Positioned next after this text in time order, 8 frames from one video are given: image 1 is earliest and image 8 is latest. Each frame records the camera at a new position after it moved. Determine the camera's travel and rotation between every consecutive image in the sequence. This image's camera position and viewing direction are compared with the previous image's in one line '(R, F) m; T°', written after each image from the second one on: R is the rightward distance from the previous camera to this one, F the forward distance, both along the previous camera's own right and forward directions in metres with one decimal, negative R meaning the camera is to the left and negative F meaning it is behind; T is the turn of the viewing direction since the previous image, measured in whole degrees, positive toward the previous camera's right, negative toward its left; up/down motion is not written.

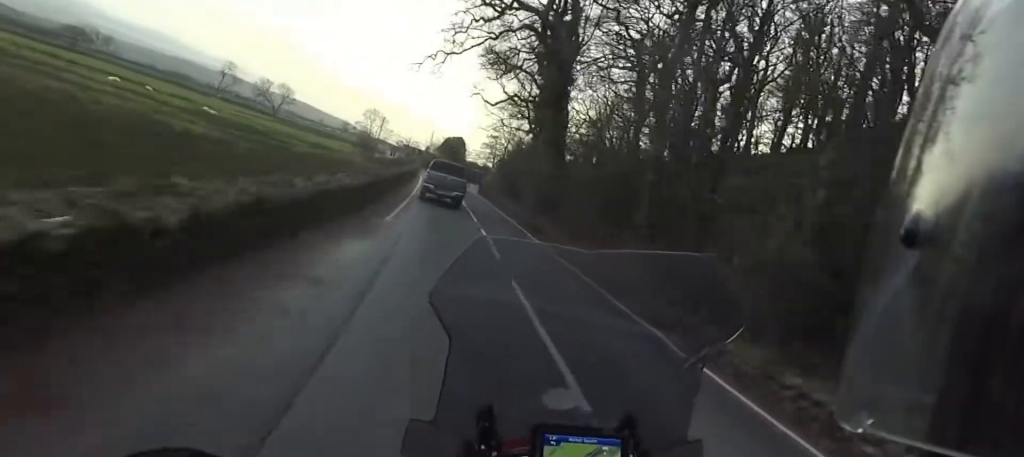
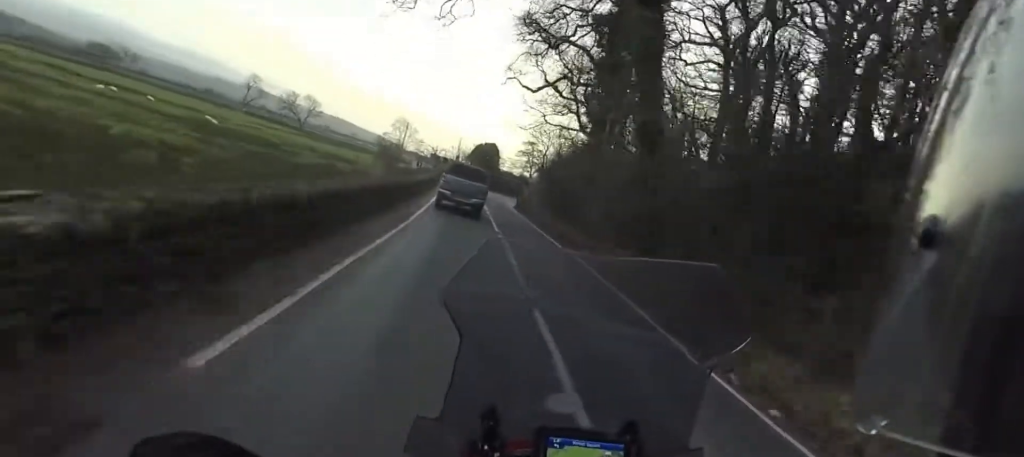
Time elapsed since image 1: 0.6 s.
(-0.2, +10.7) m; -1°
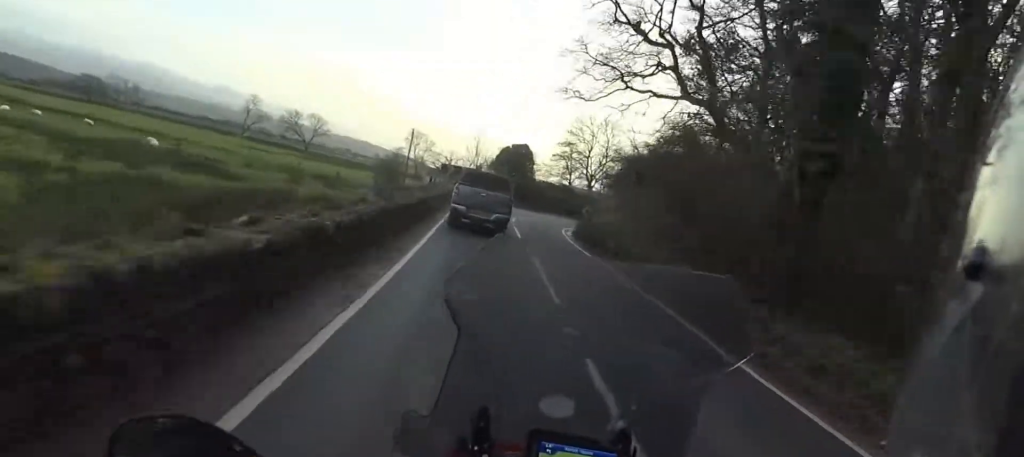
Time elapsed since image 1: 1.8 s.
(+0.1, +17.7) m; +2°
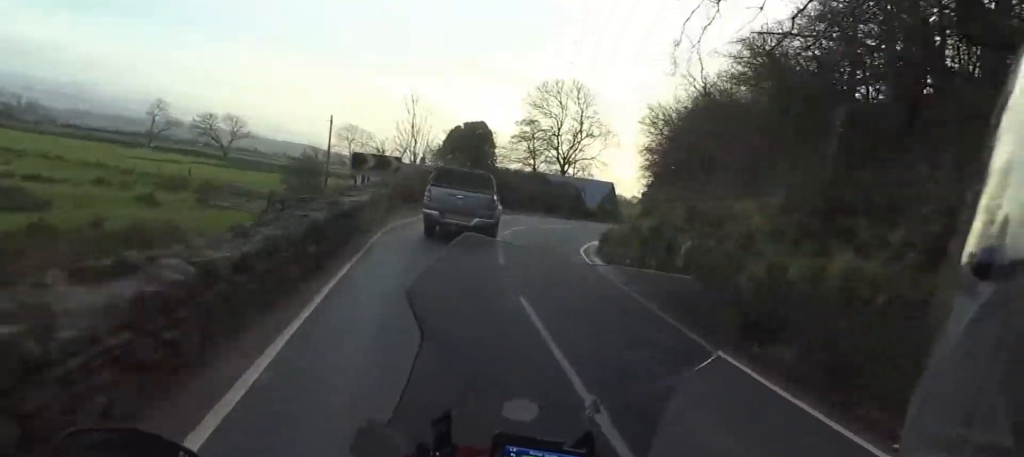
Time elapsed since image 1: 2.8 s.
(+0.4, +14.0) m; +3°
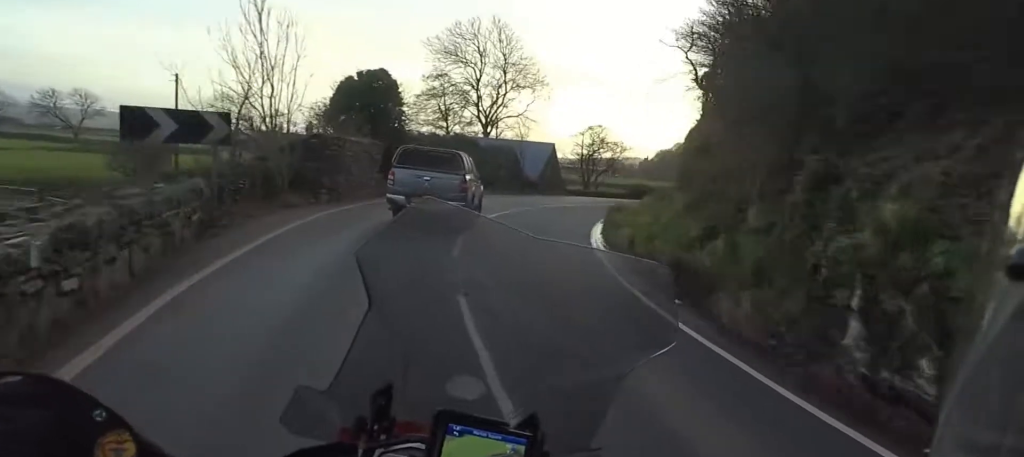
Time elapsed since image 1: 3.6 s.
(+0.3, +10.2) m; +5°
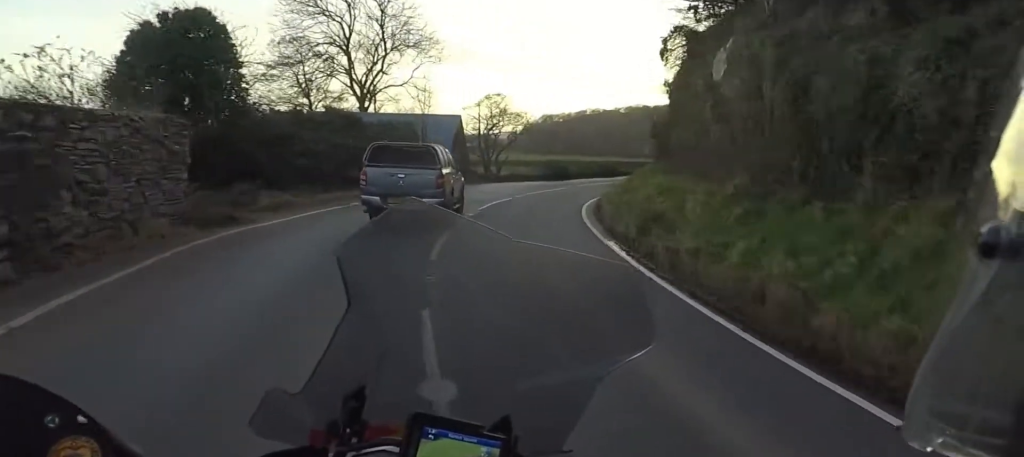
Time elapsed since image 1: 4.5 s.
(+0.2, +10.4) m; +9°
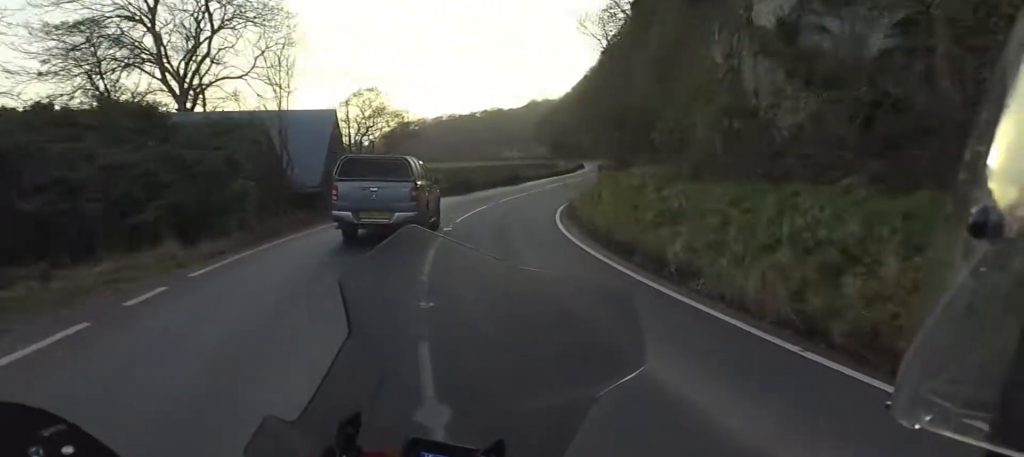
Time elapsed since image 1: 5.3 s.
(+0.8, +10.1) m; +14°
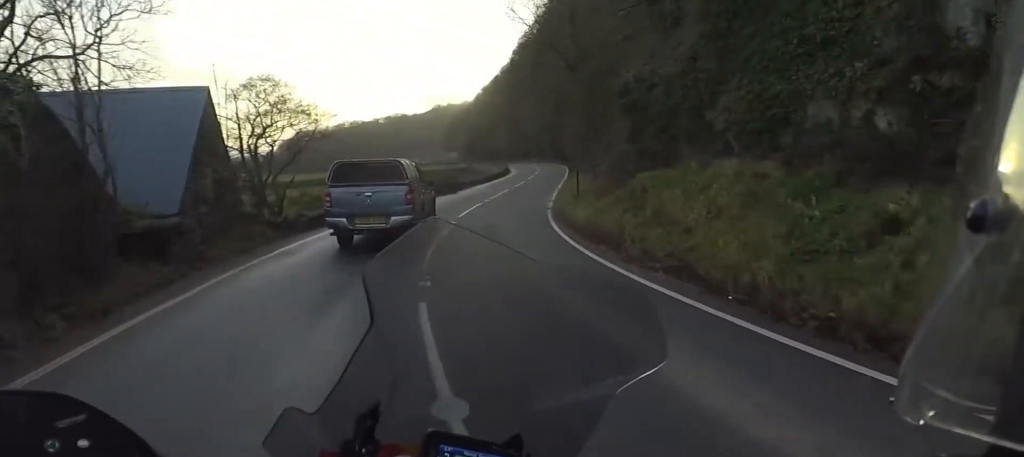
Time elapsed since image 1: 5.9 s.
(+1.3, +8.4) m; +8°
